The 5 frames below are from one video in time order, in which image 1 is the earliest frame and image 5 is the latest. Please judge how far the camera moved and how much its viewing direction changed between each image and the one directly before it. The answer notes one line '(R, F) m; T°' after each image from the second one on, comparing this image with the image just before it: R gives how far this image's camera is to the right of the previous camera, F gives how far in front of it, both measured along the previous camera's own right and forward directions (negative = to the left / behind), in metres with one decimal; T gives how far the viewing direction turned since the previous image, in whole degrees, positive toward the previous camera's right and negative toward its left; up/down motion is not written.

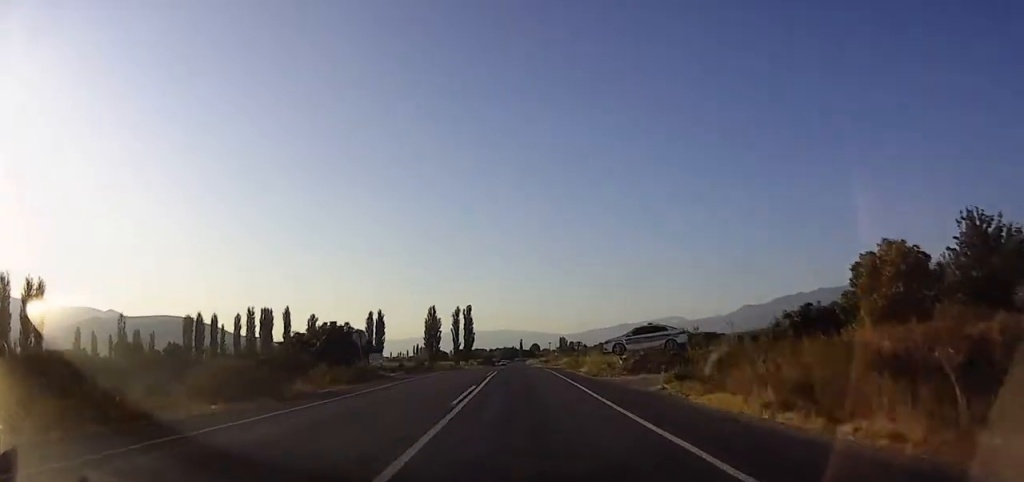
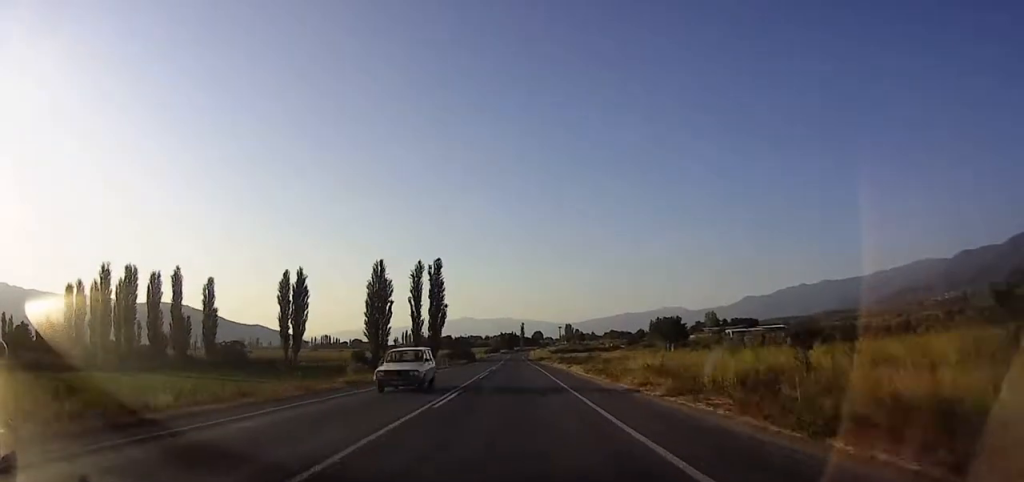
(+1.4, +73.8) m; +2°
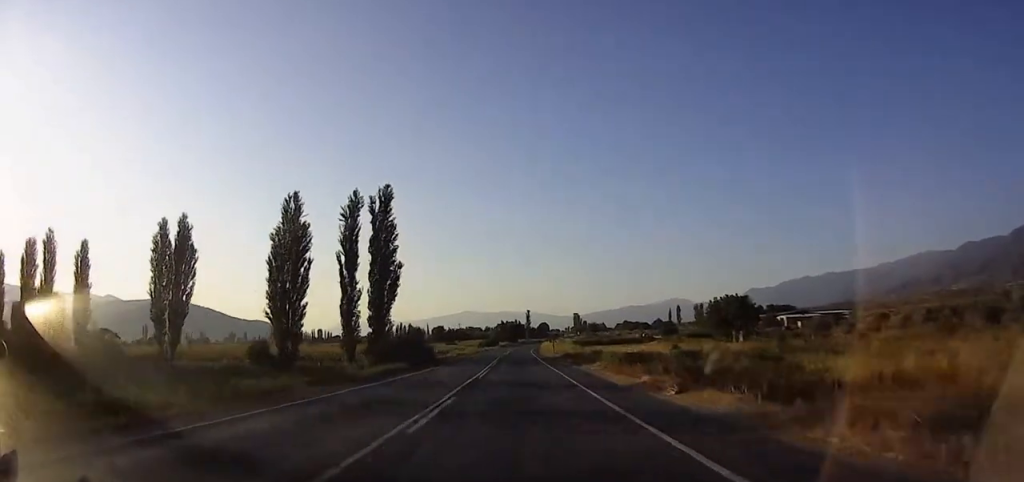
(+0.2, +49.2) m; 0°
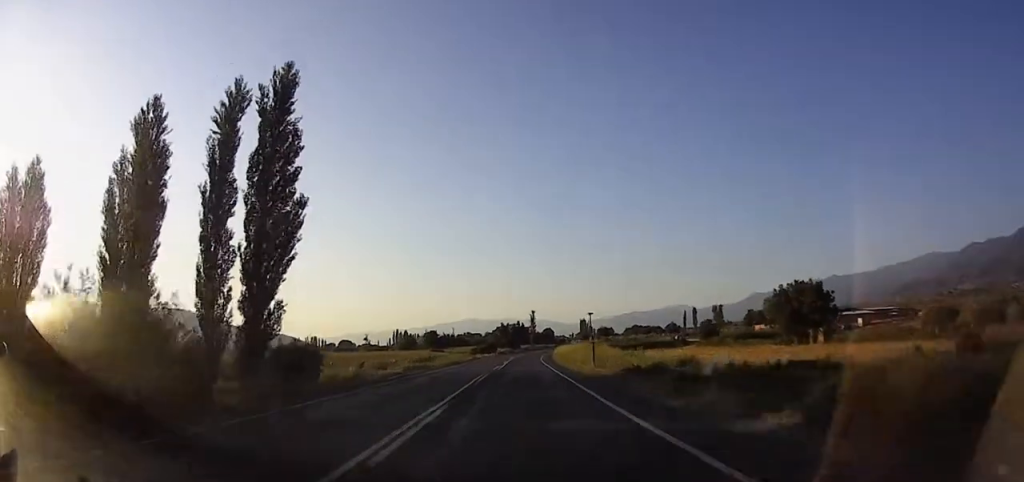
(0.0, +32.2) m; 0°
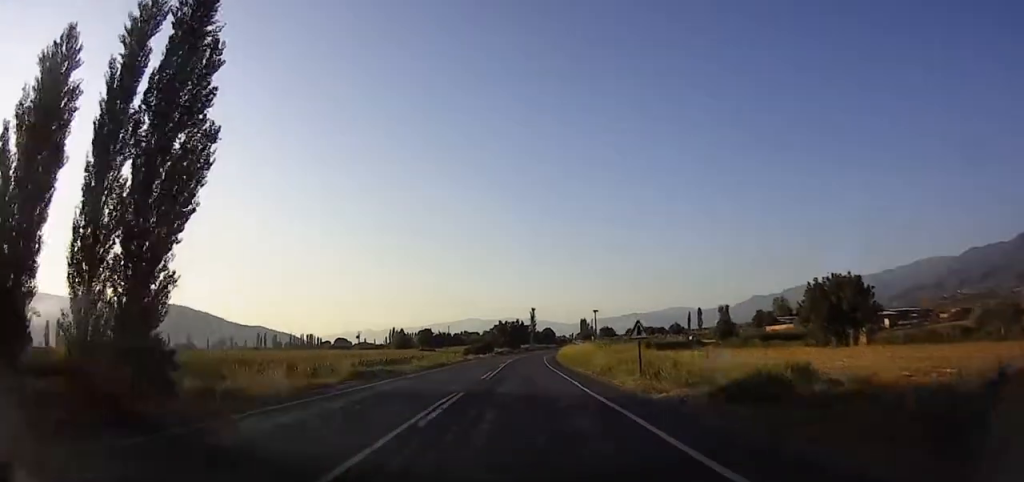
(0.0, +12.3) m; 0°
